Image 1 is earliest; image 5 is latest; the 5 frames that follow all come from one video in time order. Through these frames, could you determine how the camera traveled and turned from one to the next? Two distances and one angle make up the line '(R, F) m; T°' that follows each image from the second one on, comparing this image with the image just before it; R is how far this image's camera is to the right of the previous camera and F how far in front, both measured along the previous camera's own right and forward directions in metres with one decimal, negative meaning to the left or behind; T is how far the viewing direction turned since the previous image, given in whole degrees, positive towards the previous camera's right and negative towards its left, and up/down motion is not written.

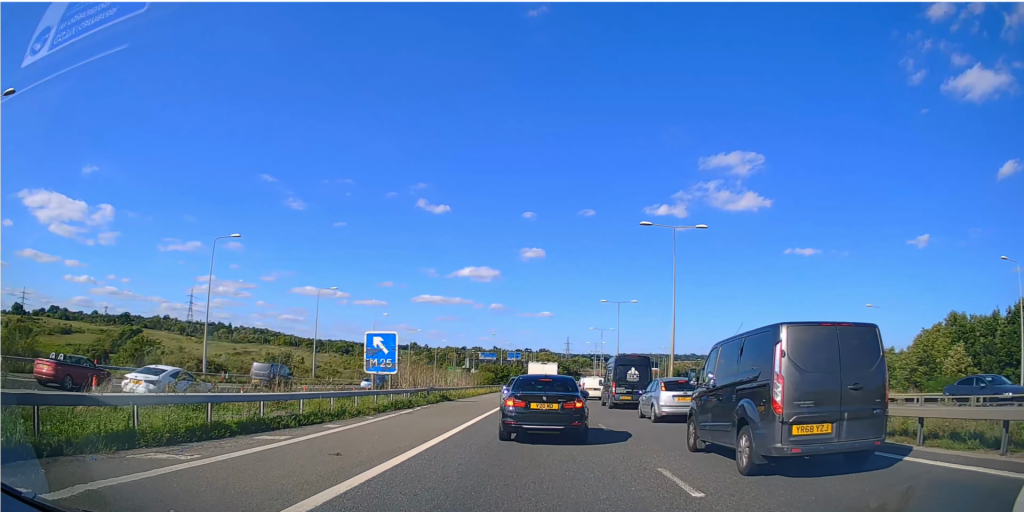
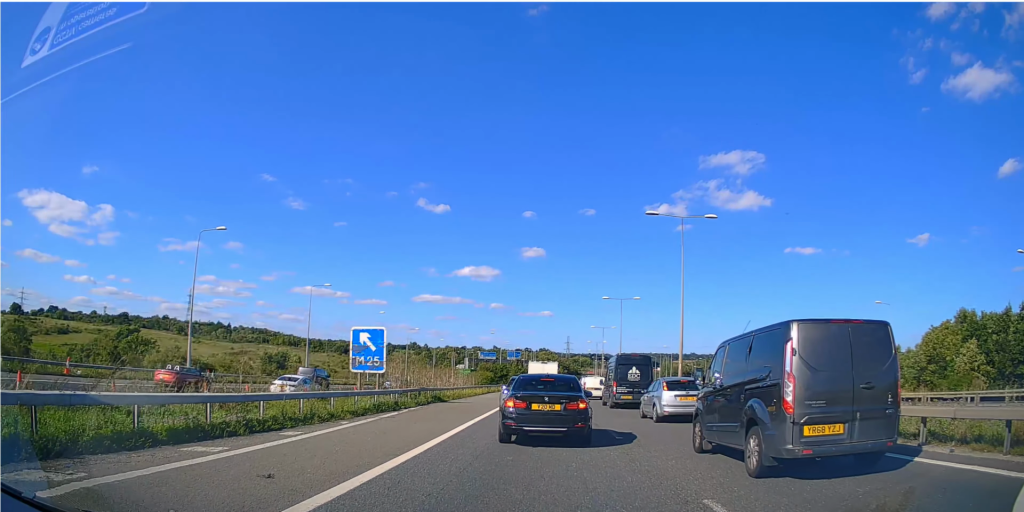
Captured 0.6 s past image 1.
(0.0, +2.9) m; 0°
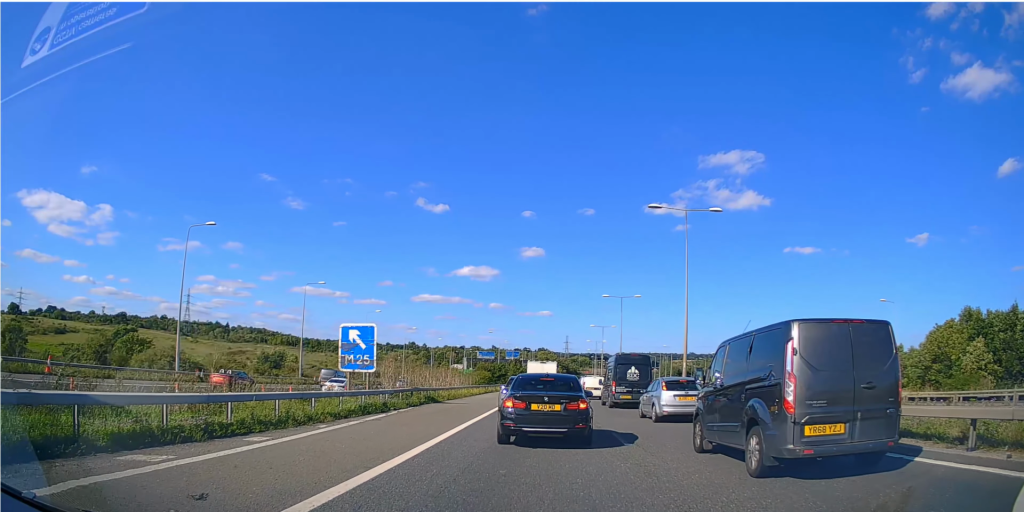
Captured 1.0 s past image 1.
(0.0, +2.0) m; 0°
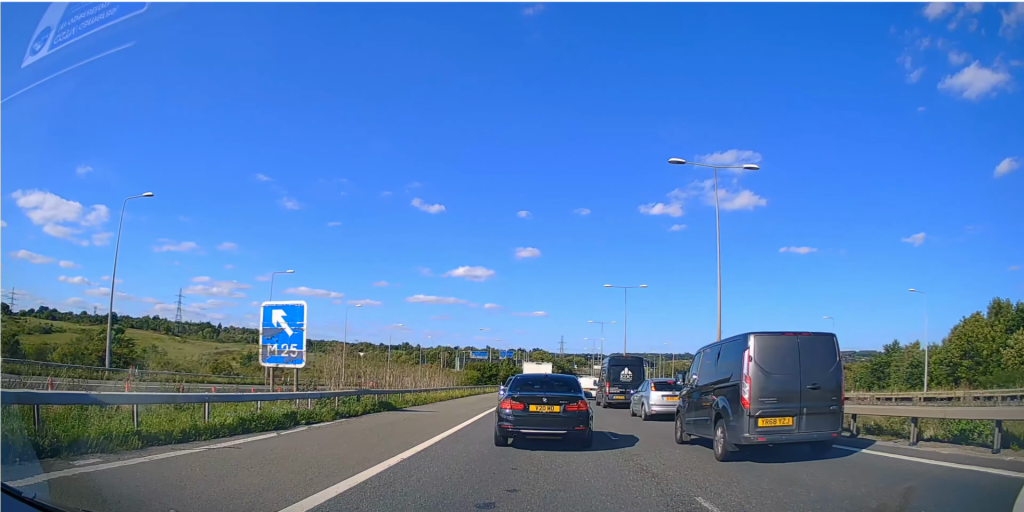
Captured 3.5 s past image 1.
(+0.2, +10.5) m; 0°
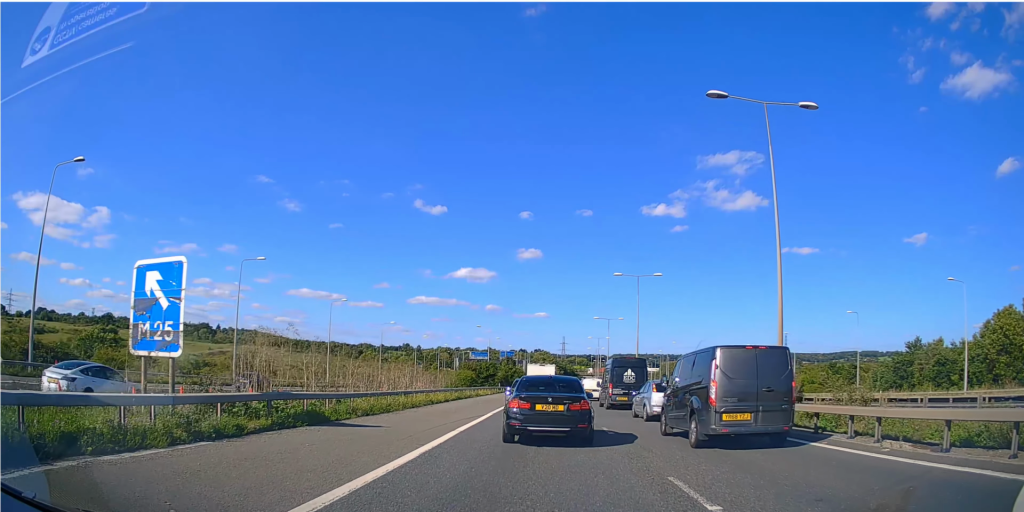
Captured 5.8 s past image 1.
(-0.2, +7.9) m; 0°
